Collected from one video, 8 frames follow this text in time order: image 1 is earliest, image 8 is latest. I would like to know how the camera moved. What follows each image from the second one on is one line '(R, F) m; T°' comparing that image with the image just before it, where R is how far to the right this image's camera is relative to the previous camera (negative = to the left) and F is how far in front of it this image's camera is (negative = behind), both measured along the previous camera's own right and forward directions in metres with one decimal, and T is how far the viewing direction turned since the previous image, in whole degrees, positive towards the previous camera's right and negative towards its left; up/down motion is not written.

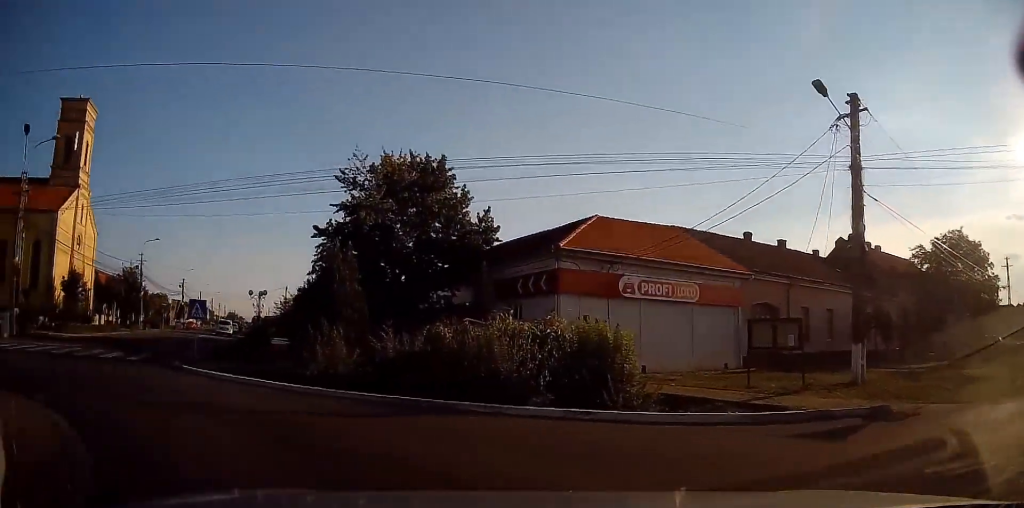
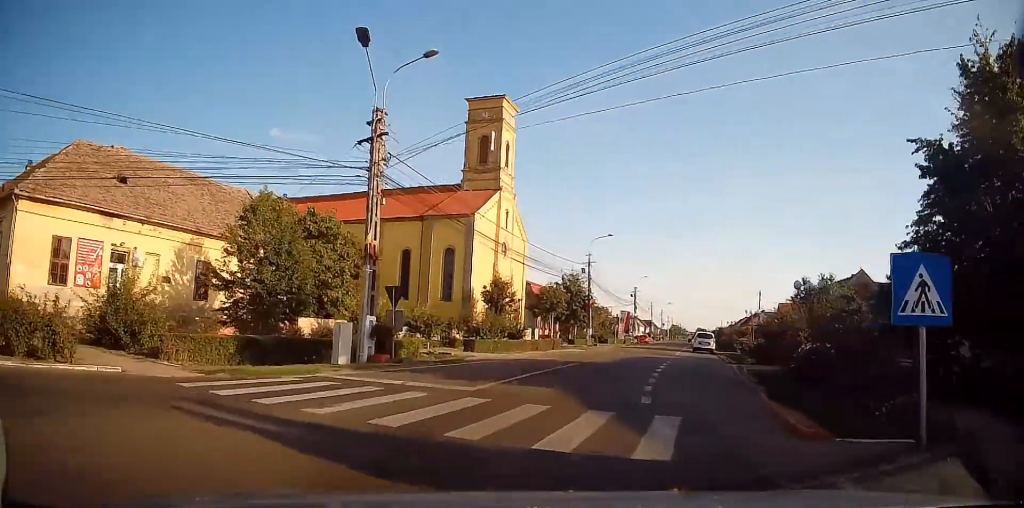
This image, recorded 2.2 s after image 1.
(-6.4, +10.6) m; -37°
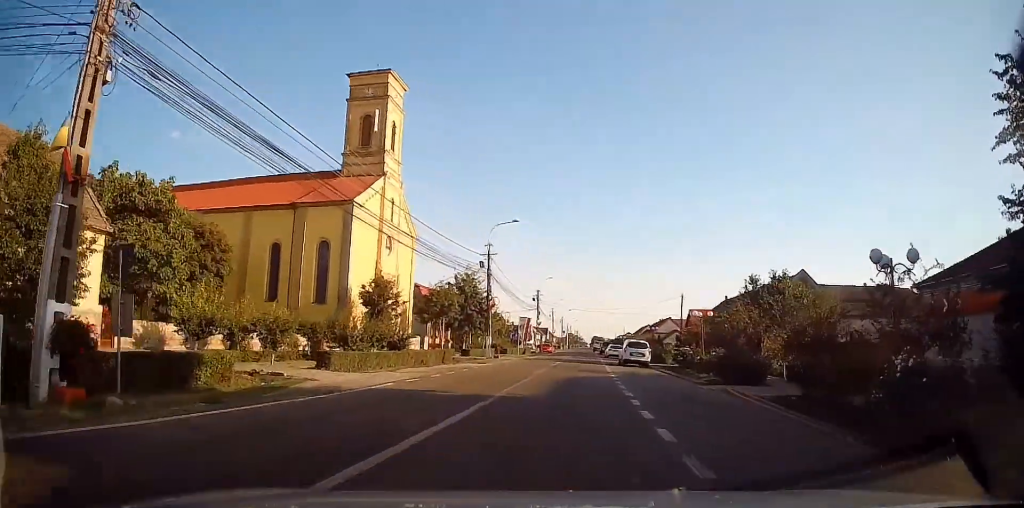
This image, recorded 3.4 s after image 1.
(+0.4, +8.4) m; +8°
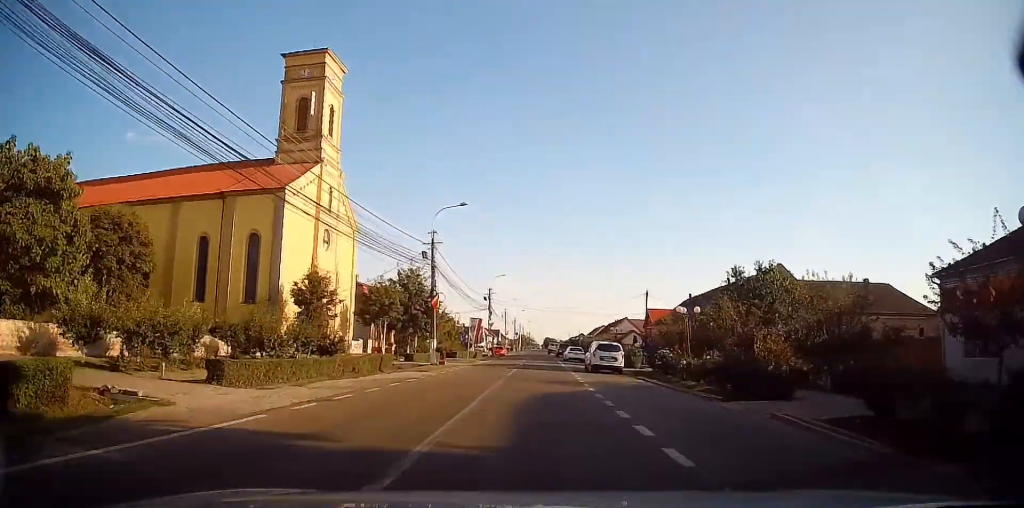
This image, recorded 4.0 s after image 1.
(+0.2, +4.9) m; +4°
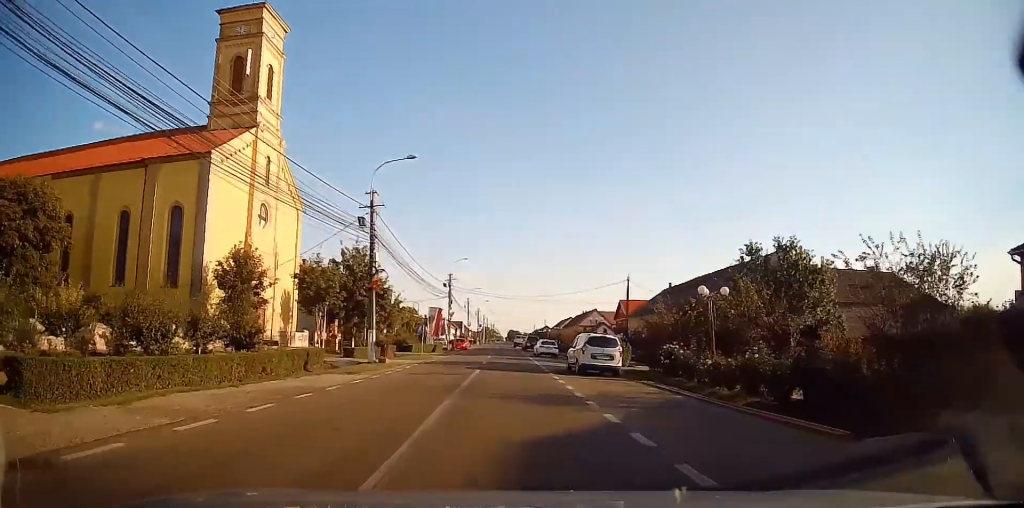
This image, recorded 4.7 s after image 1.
(+0.3, +6.7) m; +5°
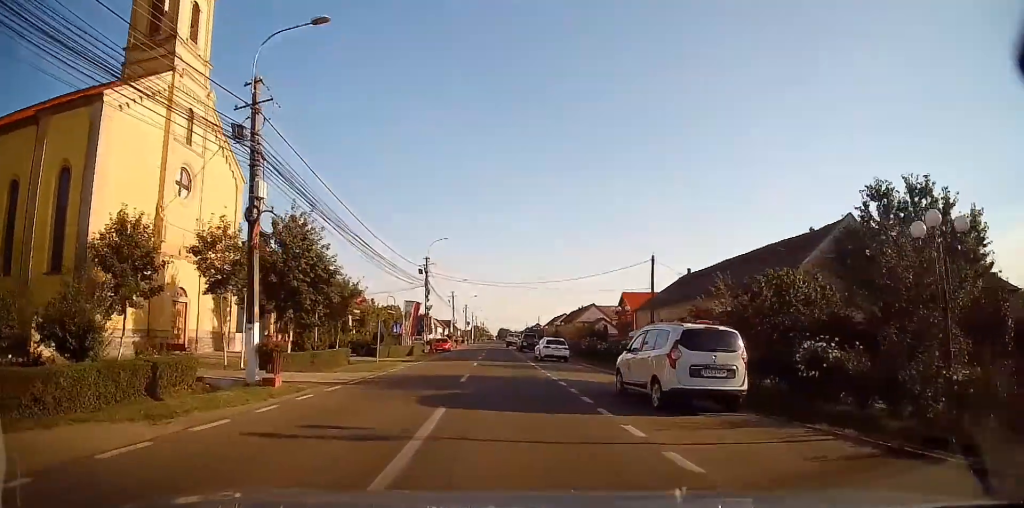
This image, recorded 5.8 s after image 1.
(+0.3, +11.3) m; +1°
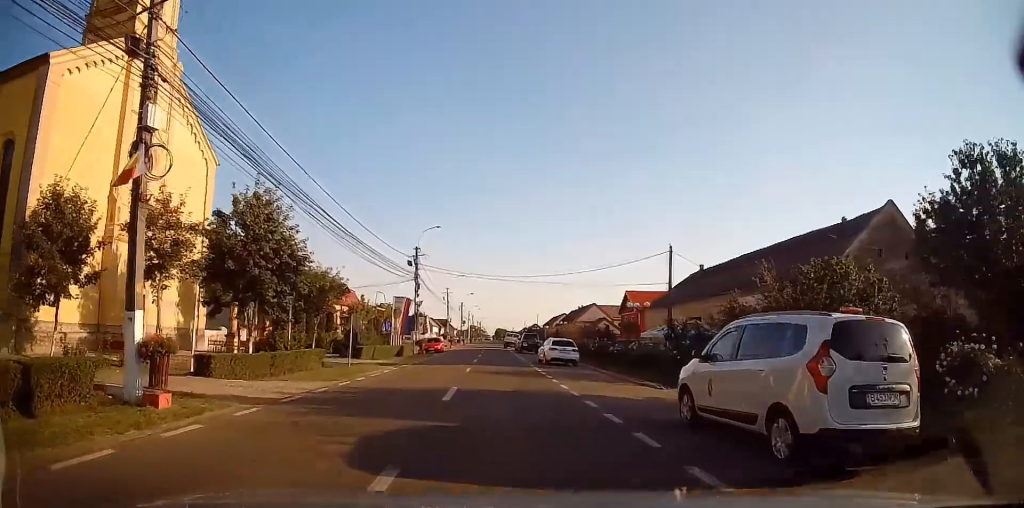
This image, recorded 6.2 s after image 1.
(-0.1, +4.8) m; 0°
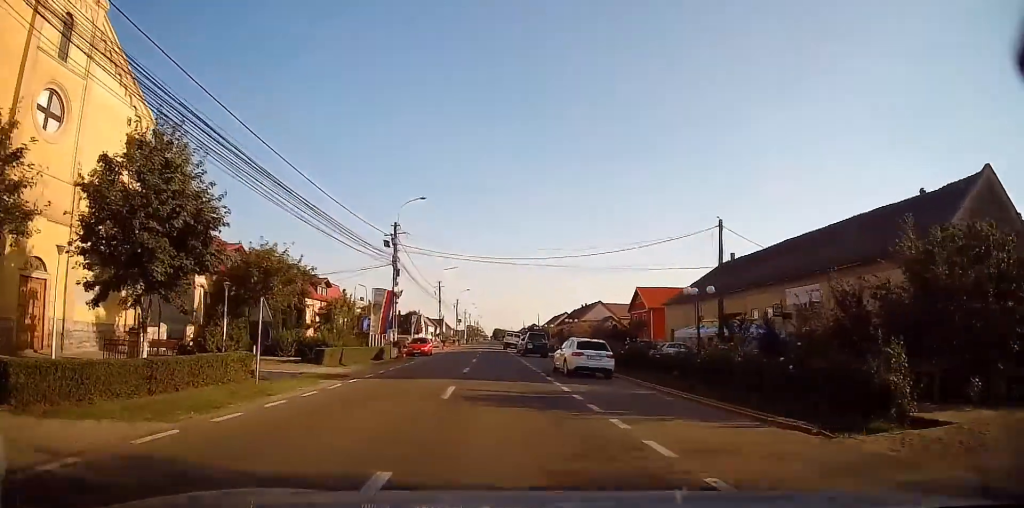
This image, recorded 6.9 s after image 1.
(-0.1, +8.5) m; 0°
